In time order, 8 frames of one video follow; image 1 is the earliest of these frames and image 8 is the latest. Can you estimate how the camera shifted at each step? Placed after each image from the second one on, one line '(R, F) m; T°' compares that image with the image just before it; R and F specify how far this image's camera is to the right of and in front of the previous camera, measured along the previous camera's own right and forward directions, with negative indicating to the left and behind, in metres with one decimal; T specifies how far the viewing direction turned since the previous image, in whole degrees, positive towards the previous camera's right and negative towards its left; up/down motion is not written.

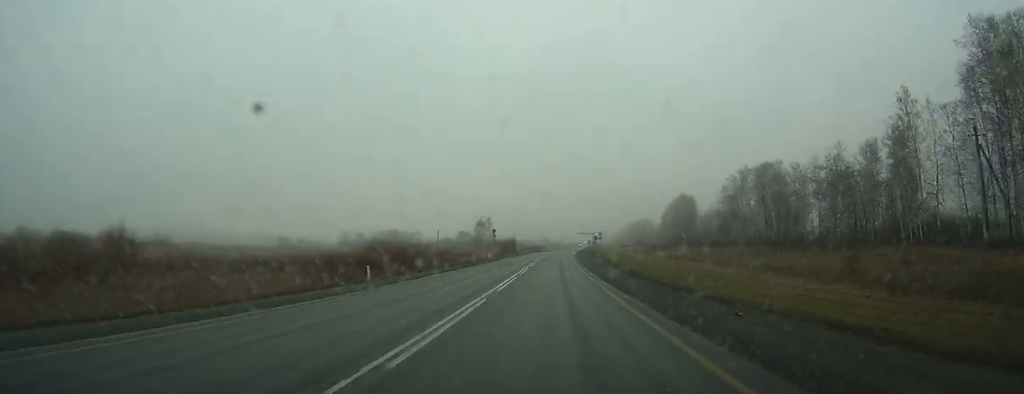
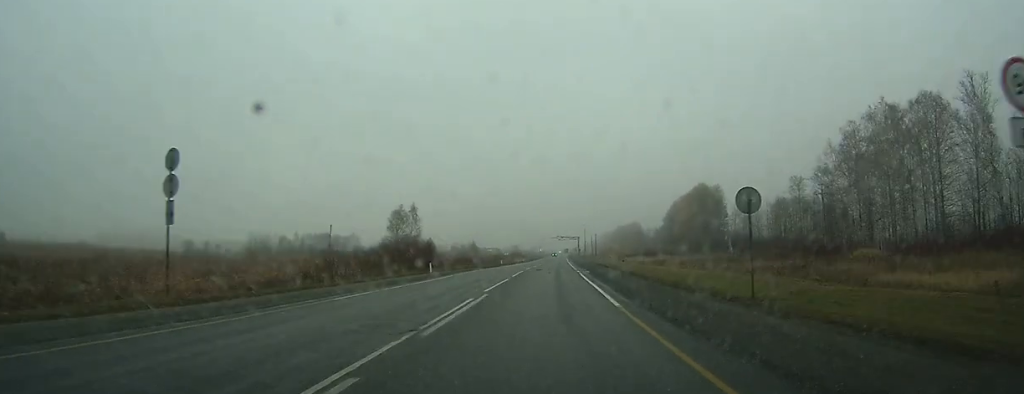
(+1.3, +81.0) m; +2°
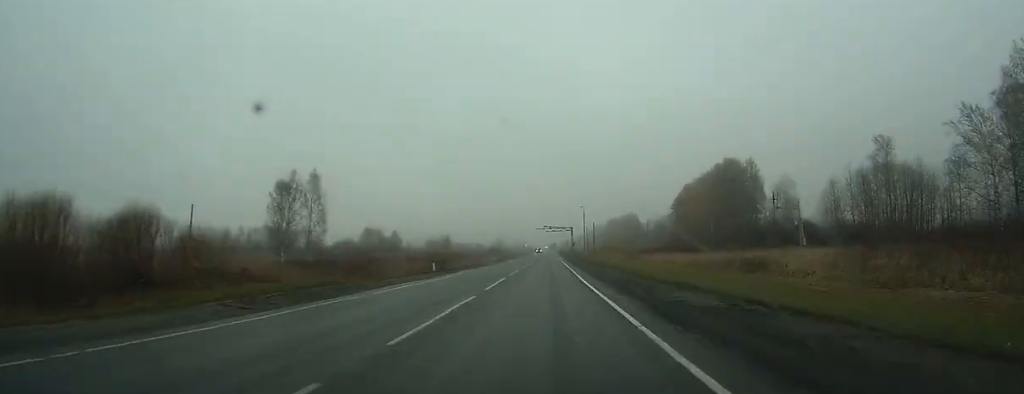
(+0.7, +47.1) m; +1°
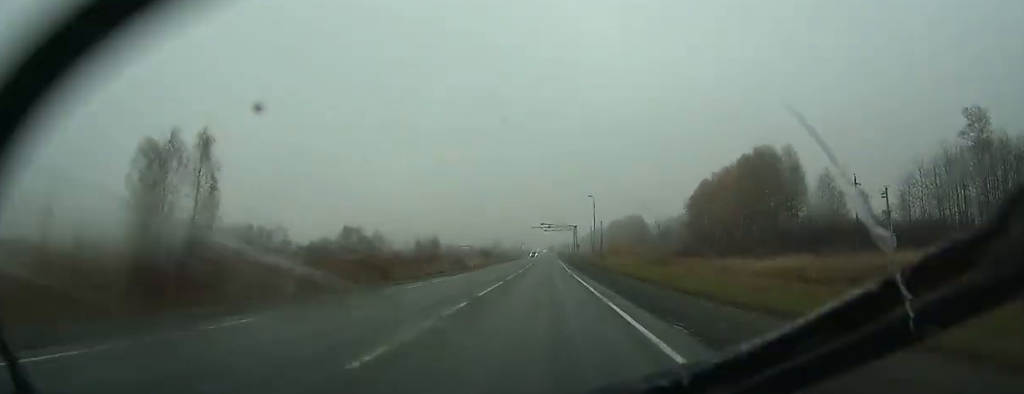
(+0.2, +25.8) m; 0°
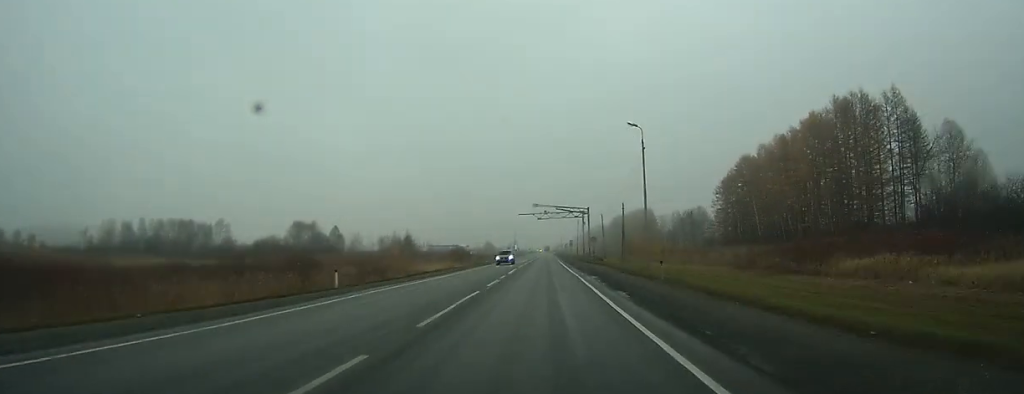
(+0.3, +43.4) m; 0°
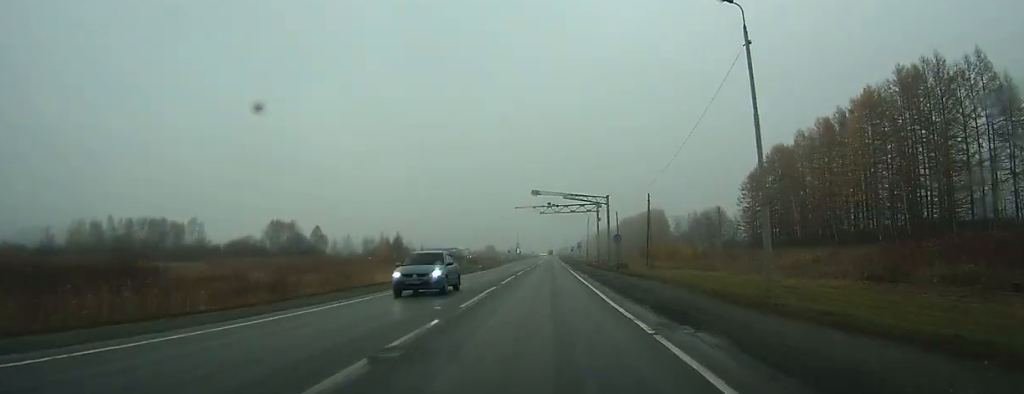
(+0.1, +19.5) m; 0°
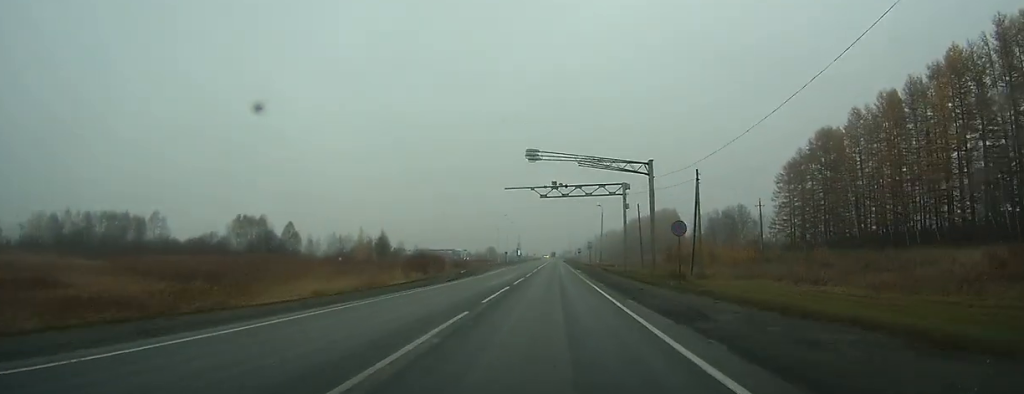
(-0.1, +23.0) m; 0°
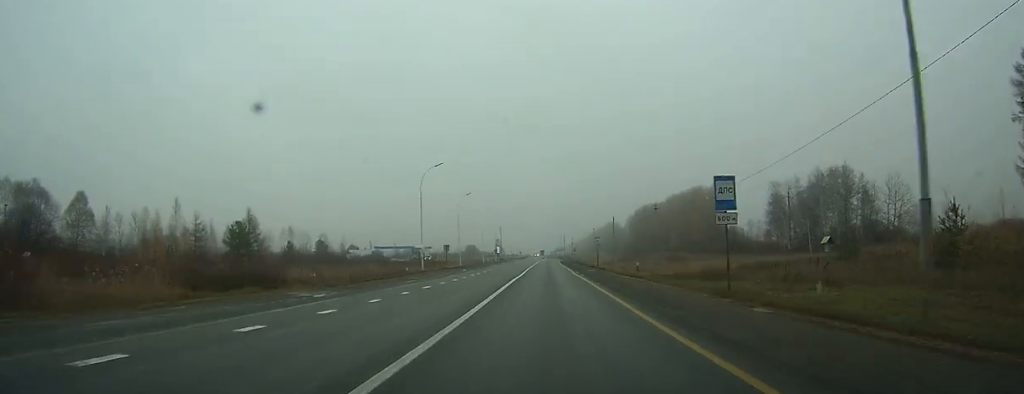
(+0.3, +80.3) m; +1°
